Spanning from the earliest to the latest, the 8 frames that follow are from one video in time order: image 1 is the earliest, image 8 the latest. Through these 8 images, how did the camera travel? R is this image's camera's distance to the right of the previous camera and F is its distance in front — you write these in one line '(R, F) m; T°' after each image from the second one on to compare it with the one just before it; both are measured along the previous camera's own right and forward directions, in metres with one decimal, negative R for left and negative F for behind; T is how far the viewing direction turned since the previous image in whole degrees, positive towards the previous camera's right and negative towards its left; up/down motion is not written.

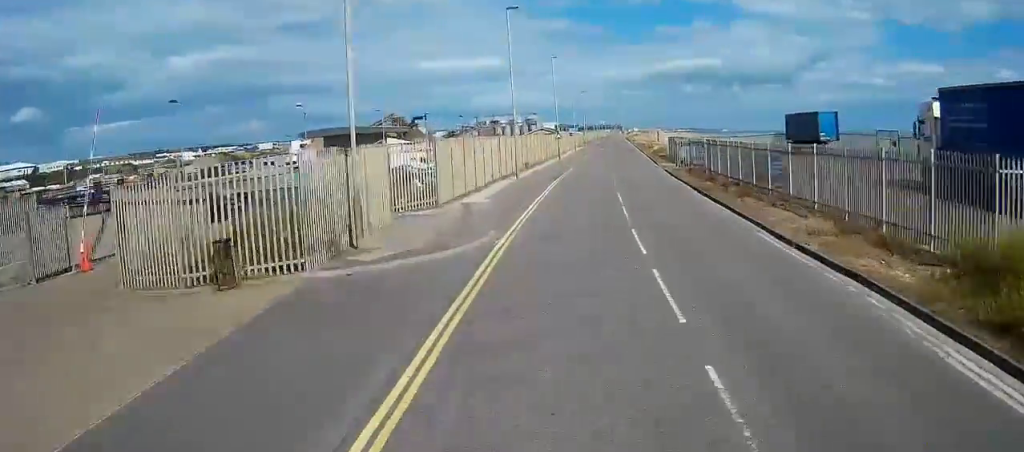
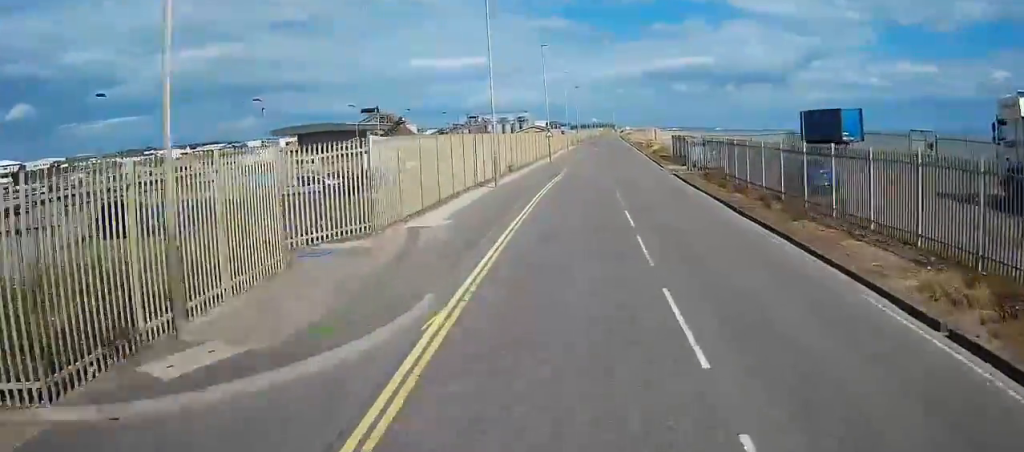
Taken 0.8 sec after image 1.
(+0.1, +8.0) m; +2°
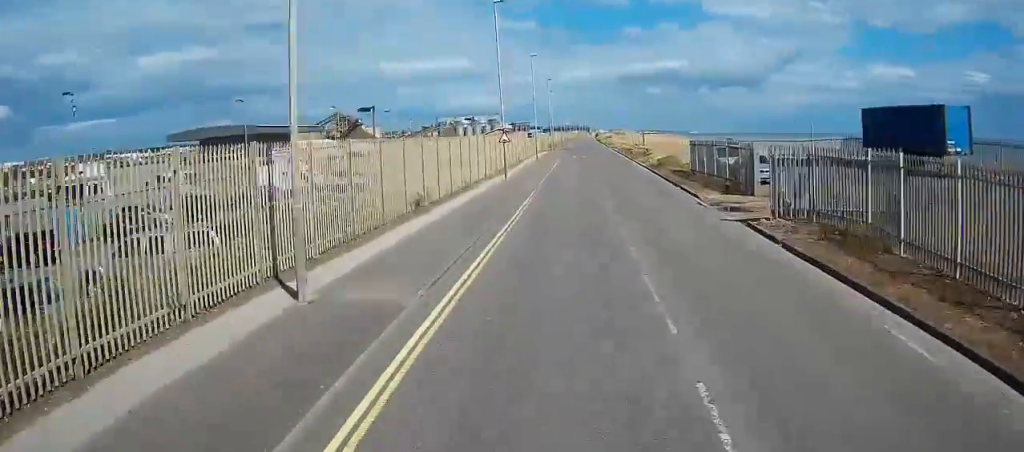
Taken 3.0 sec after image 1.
(+0.8, +22.8) m; +3°
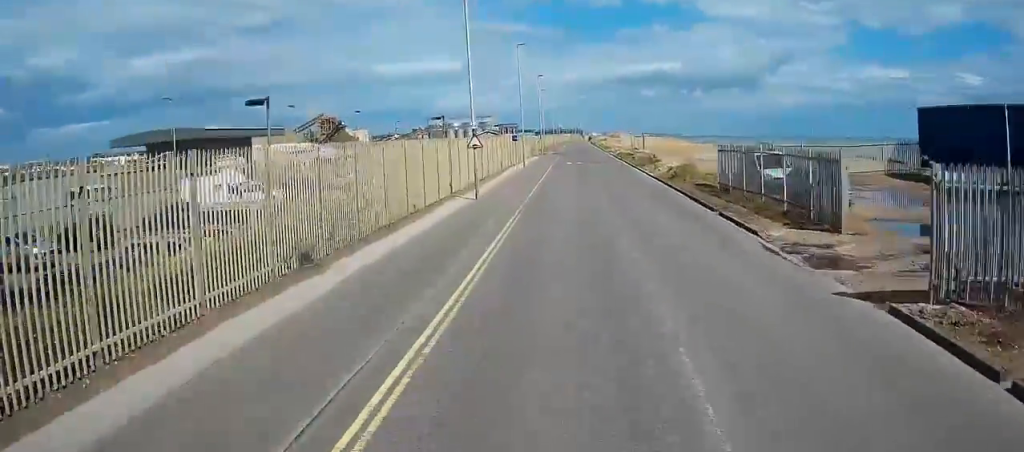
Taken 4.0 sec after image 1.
(+0.1, +10.6) m; +1°
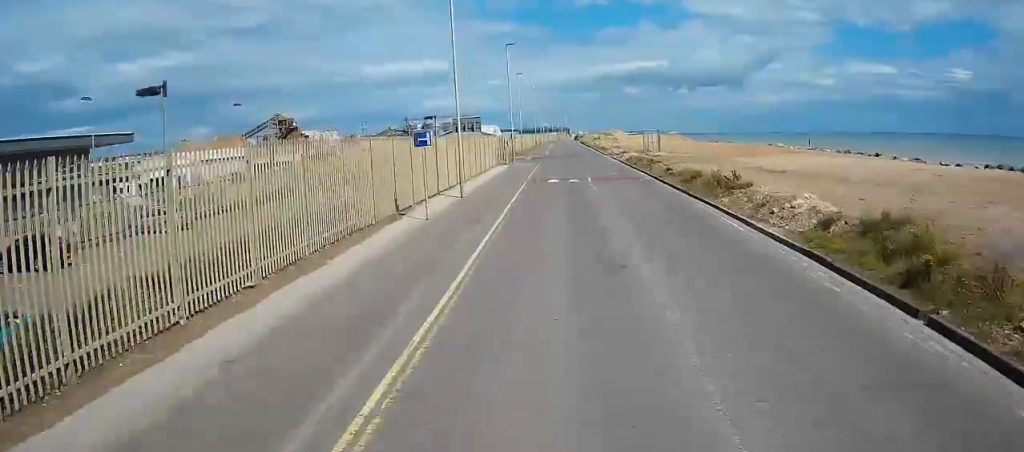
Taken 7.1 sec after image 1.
(+0.3, +33.1) m; +1°
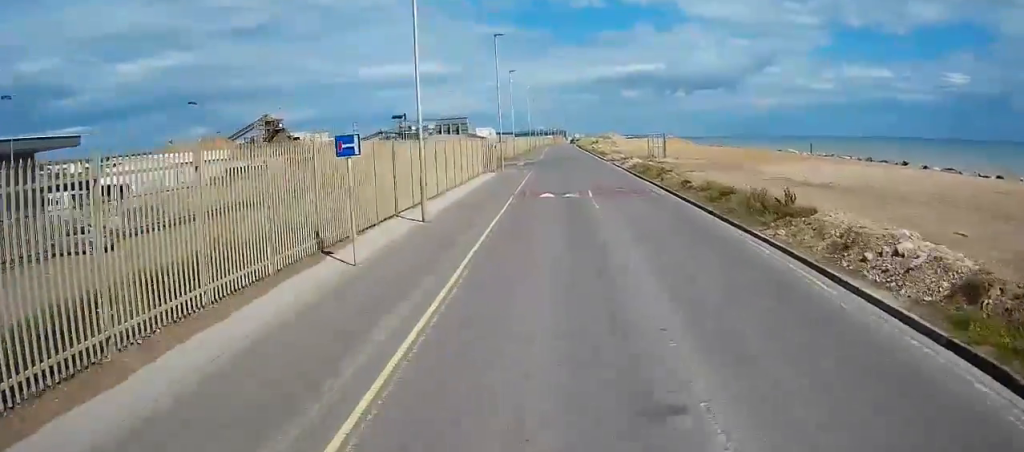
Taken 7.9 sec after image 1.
(0.0, +7.5) m; 0°
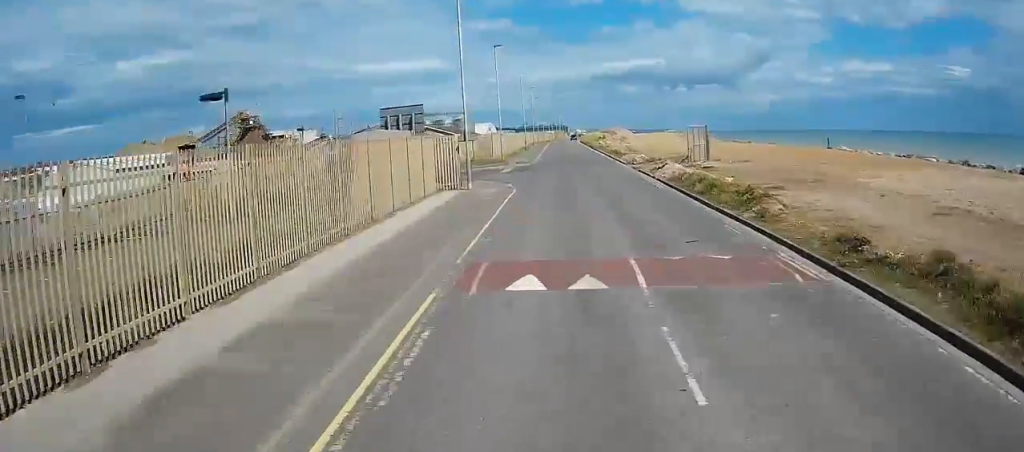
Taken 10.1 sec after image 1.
(+0.1, +18.7) m; 0°
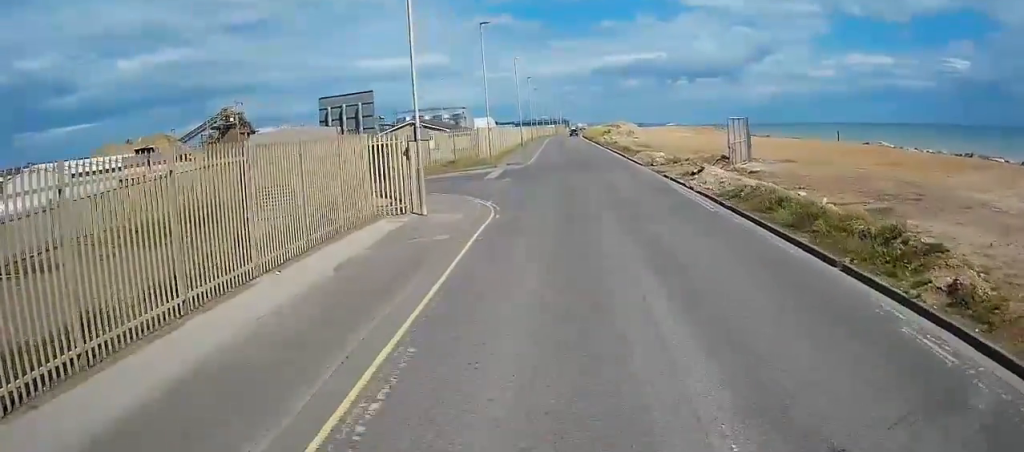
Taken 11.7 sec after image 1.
(0.0, +11.1) m; +1°
